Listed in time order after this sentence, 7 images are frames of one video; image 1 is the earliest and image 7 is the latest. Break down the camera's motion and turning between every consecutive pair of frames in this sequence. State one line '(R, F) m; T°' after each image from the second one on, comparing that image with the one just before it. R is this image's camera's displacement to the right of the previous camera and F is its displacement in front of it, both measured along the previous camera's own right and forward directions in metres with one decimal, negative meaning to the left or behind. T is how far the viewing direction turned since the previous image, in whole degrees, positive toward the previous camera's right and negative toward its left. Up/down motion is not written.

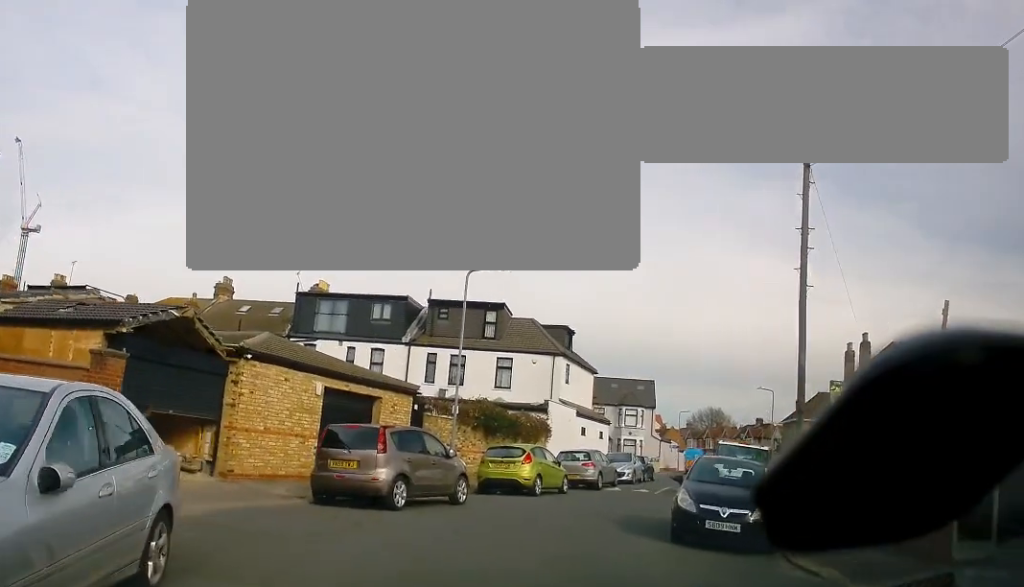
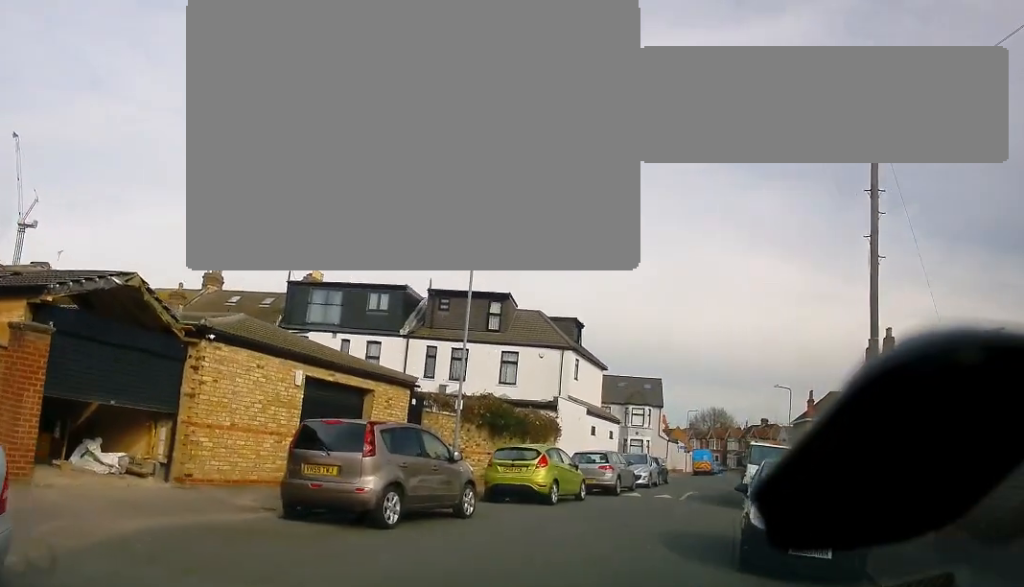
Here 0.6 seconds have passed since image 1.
(-0.1, +2.7) m; +4°
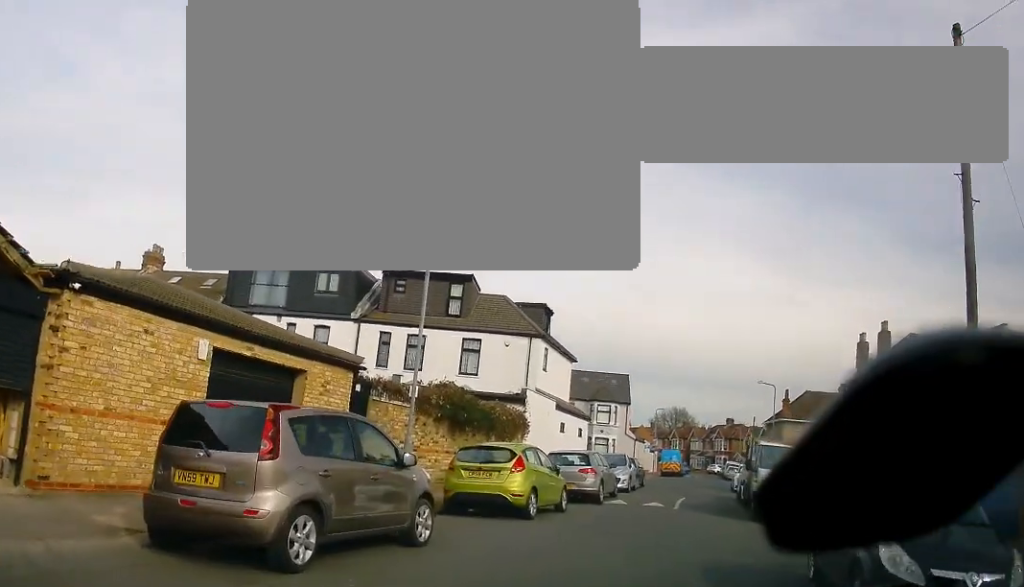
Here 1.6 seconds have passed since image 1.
(+0.5, +3.6) m; +8°
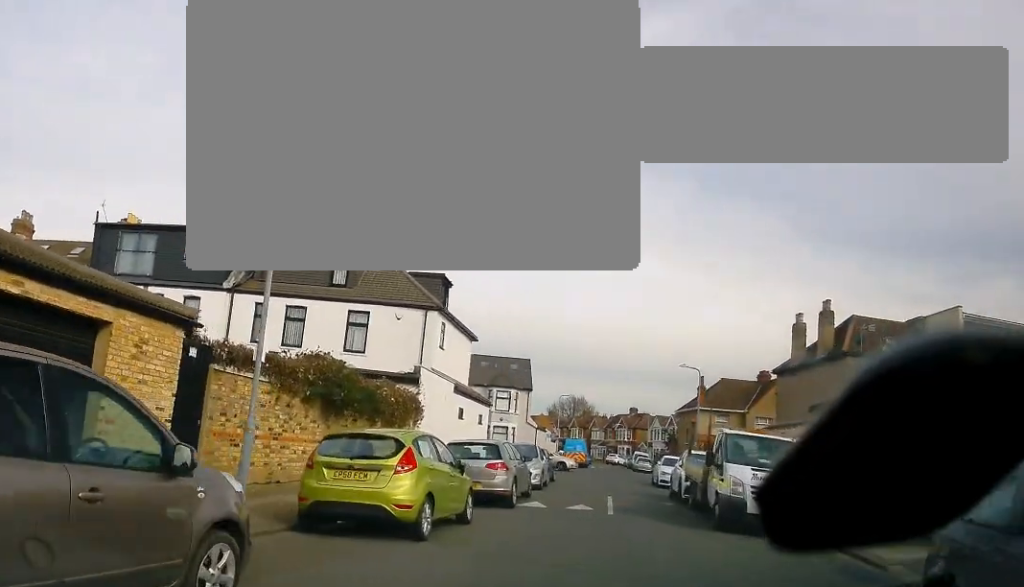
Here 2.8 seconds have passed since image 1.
(+0.1, +4.2) m; +2°
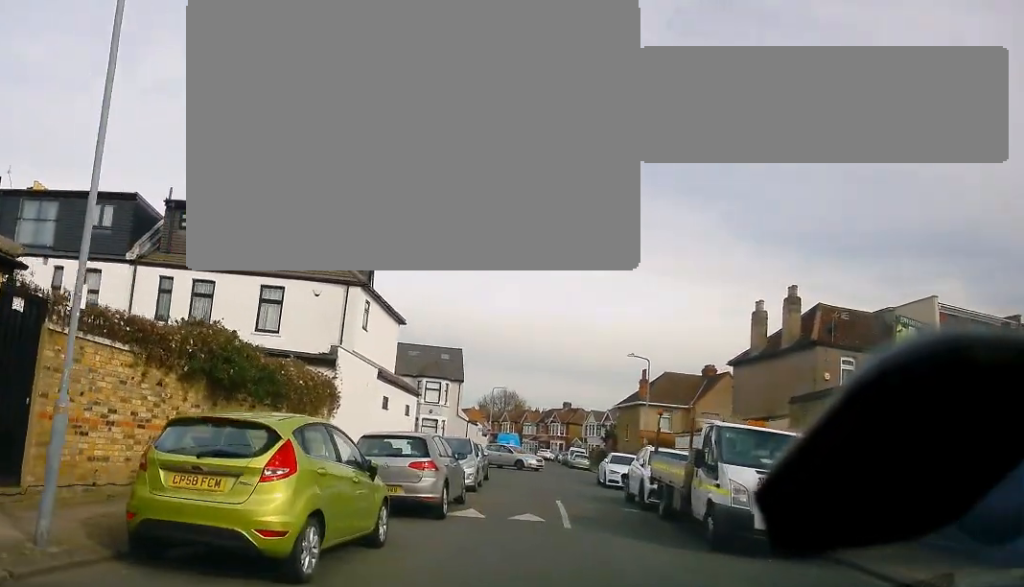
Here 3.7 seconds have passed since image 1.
(0.0, +3.1) m; +7°
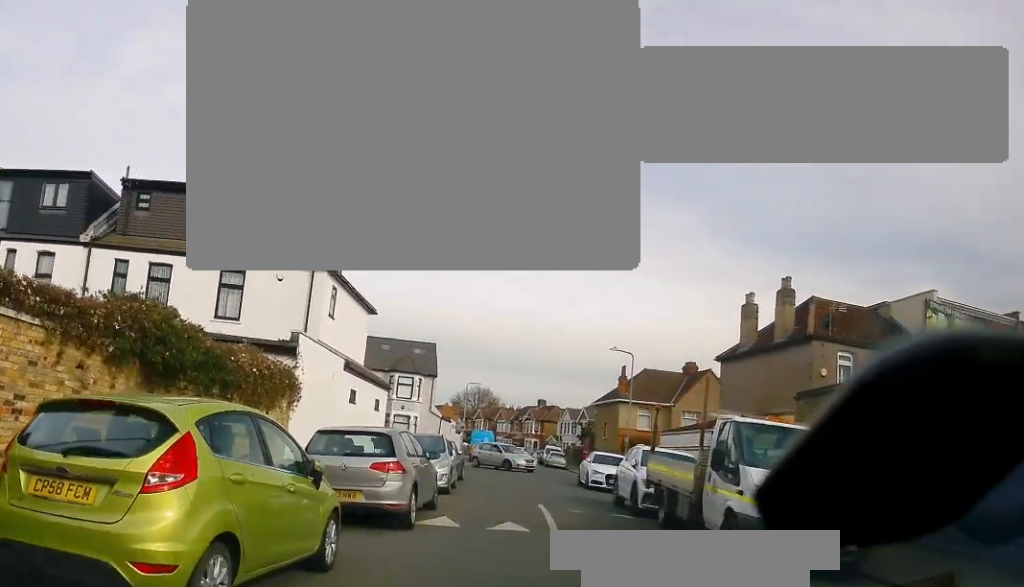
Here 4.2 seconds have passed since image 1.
(+0.2, +1.8) m; +5°
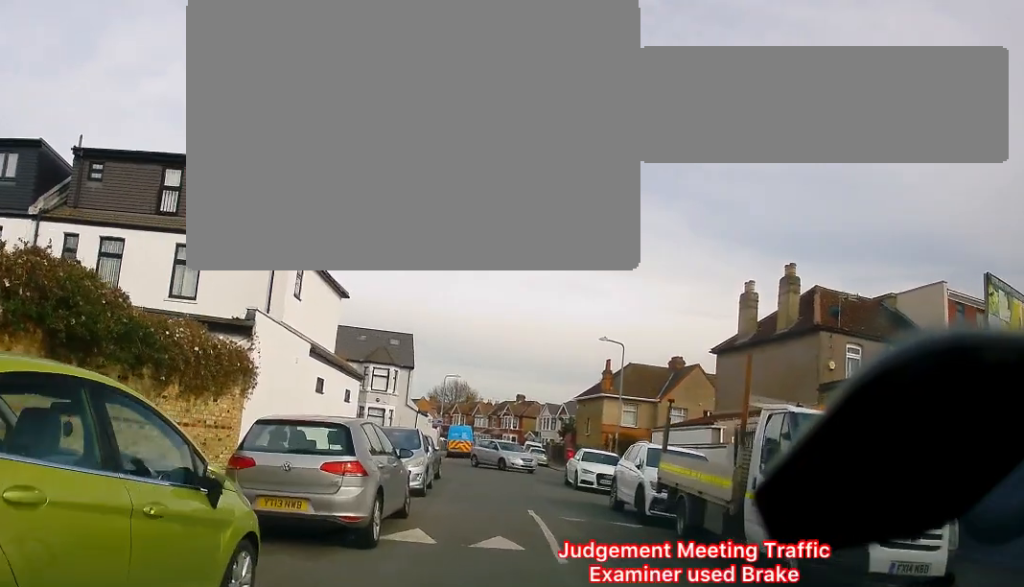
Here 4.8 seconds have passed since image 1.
(+0.1, +2.3) m; +4°
